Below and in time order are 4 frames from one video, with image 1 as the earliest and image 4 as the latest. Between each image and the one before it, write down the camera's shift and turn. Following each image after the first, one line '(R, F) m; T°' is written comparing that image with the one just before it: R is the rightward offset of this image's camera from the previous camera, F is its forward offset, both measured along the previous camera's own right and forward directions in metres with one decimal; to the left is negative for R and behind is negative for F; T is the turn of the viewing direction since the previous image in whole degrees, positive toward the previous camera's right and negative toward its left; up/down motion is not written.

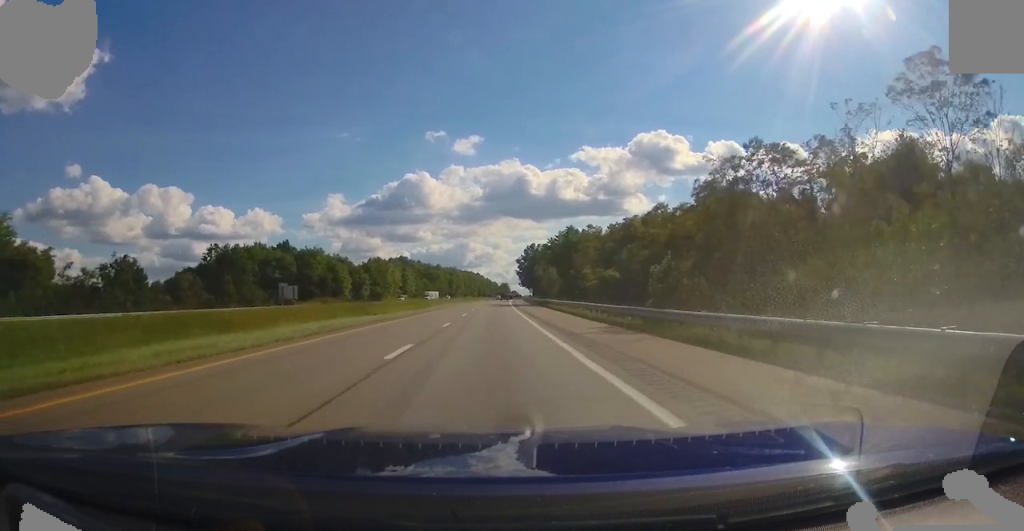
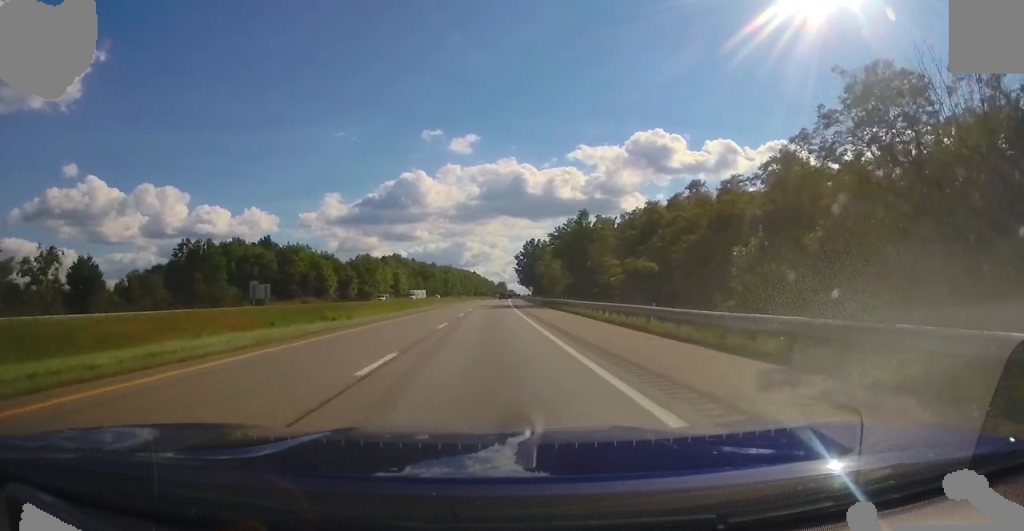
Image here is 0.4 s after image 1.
(+0.1, +14.1) m; 0°
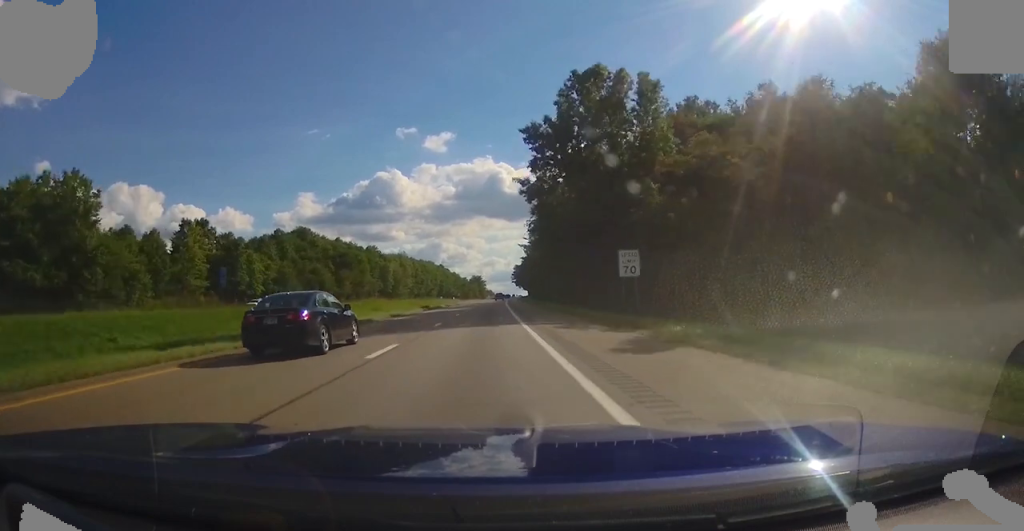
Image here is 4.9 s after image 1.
(+3.6, +145.9) m; +2°
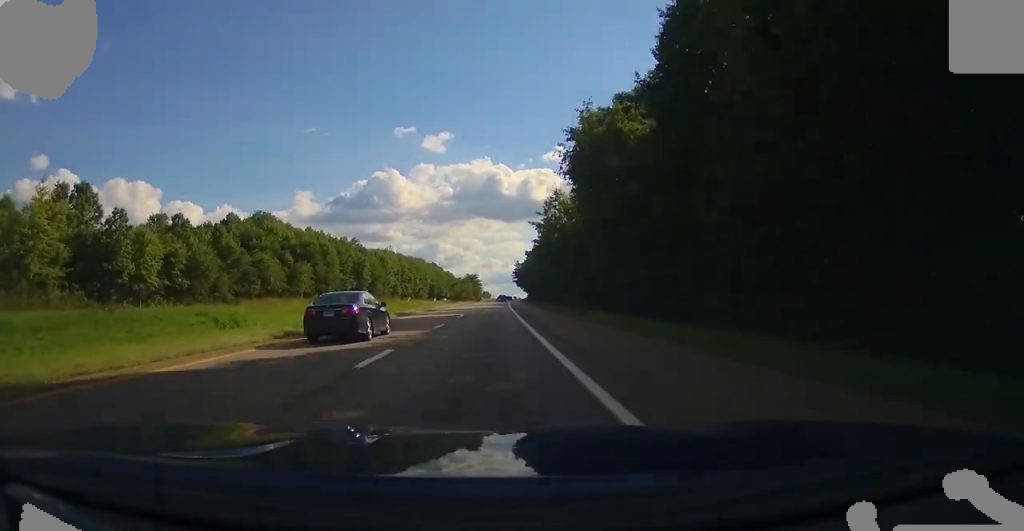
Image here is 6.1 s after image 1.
(-0.1, +37.9) m; 0°
